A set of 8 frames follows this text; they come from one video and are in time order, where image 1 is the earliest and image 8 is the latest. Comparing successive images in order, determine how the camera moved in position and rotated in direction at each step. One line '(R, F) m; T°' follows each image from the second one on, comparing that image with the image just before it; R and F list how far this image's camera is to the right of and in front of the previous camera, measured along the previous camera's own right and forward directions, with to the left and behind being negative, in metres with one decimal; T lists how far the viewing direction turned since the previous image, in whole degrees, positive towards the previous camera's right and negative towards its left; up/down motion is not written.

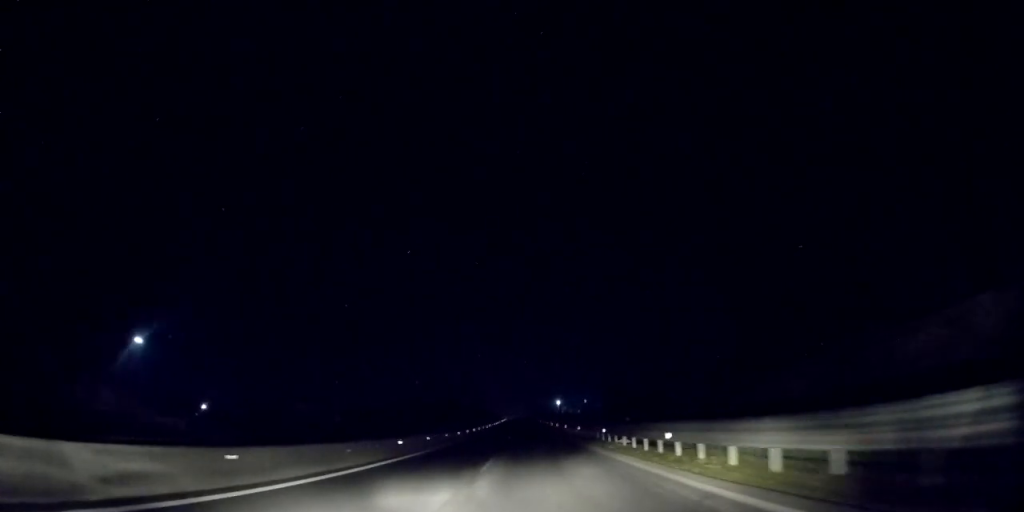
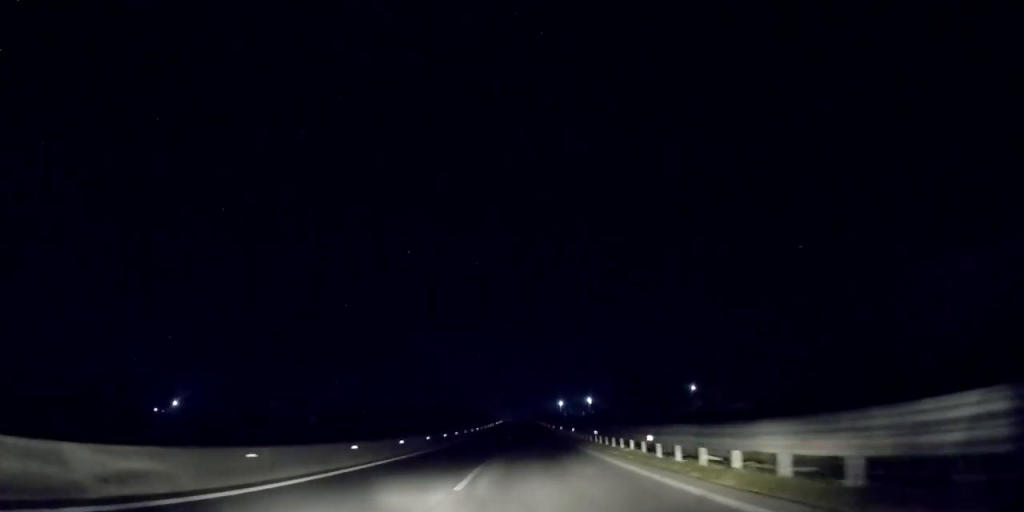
(0.0, +22.6) m; +1°
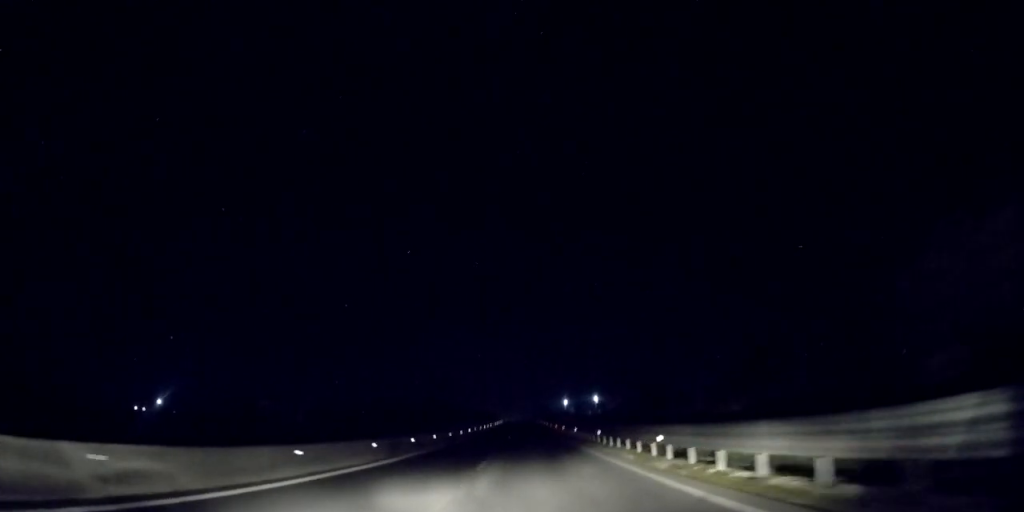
(+0.1, +13.2) m; 0°
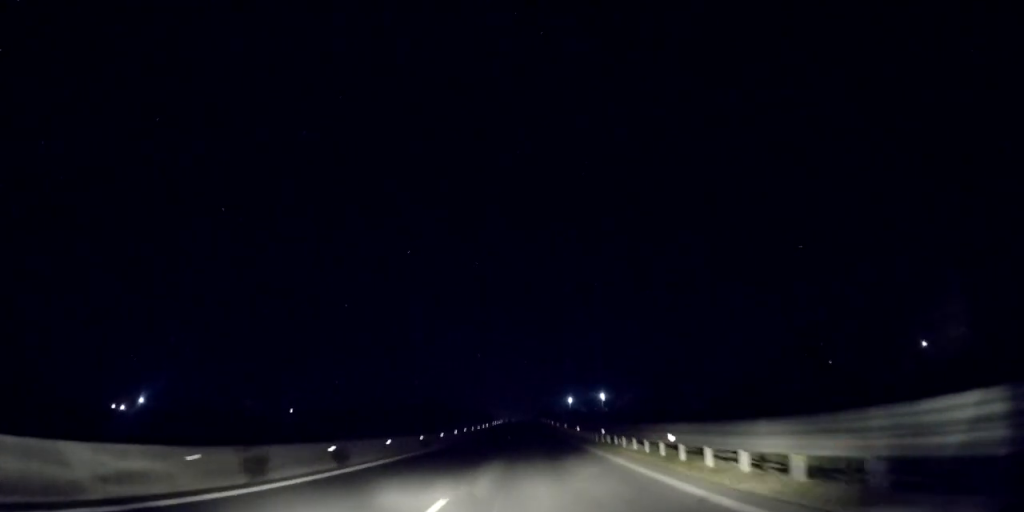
(+0.2, +13.2) m; 0°
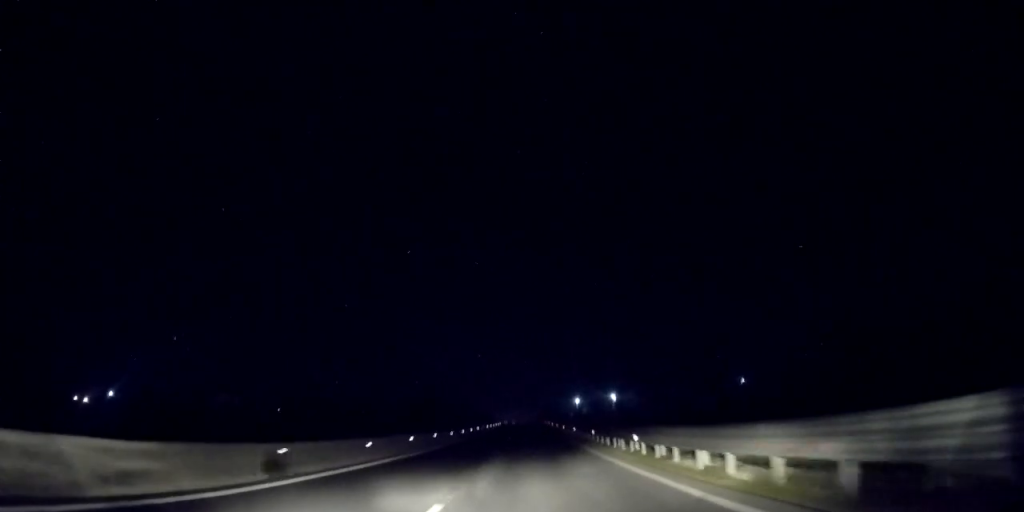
(0.0, +19.3) m; 0°
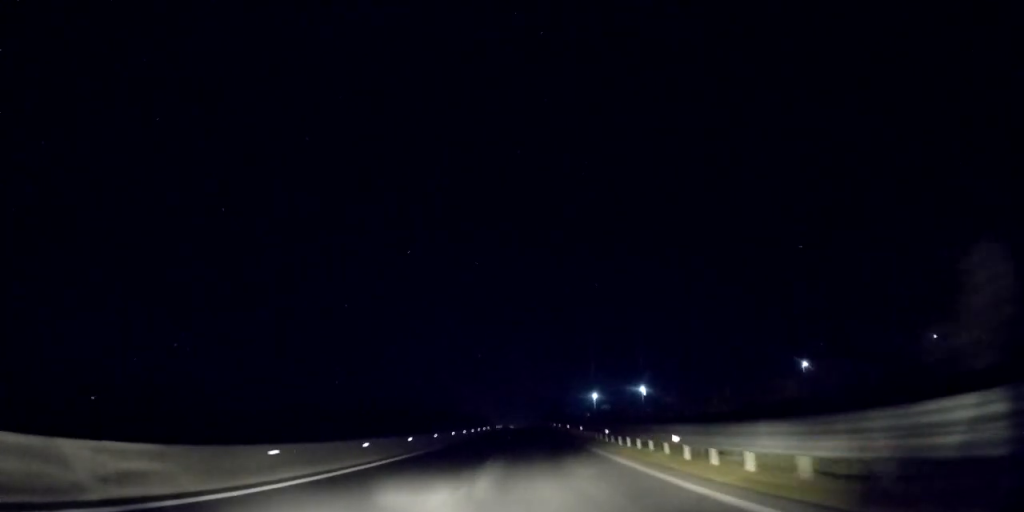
(-0.7, +41.0) m; -1°
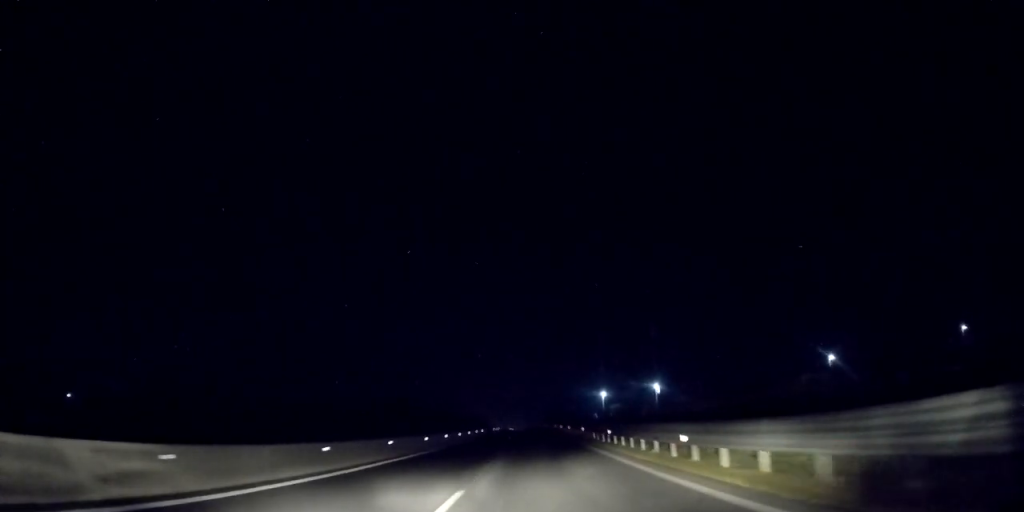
(+0.1, +12.5) m; 0°
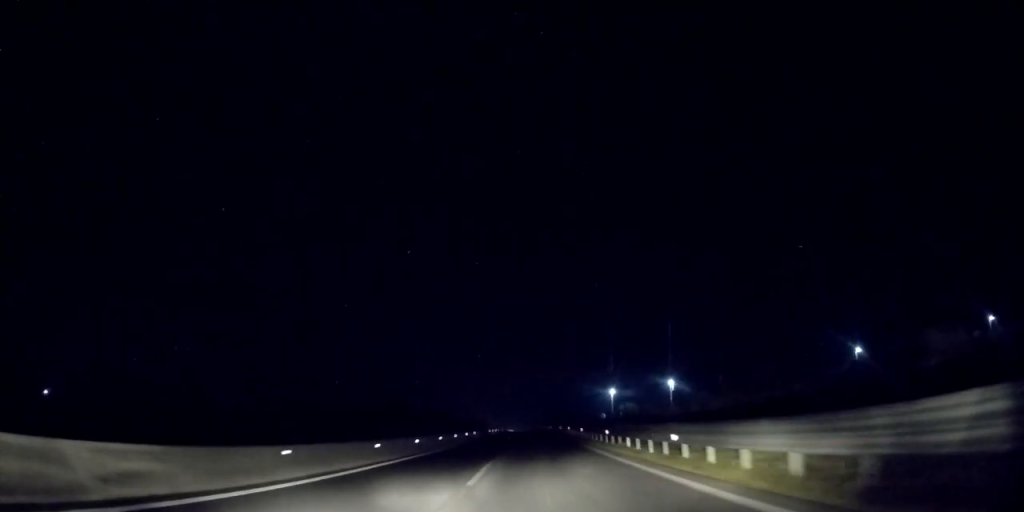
(0.0, +11.6) m; +1°
